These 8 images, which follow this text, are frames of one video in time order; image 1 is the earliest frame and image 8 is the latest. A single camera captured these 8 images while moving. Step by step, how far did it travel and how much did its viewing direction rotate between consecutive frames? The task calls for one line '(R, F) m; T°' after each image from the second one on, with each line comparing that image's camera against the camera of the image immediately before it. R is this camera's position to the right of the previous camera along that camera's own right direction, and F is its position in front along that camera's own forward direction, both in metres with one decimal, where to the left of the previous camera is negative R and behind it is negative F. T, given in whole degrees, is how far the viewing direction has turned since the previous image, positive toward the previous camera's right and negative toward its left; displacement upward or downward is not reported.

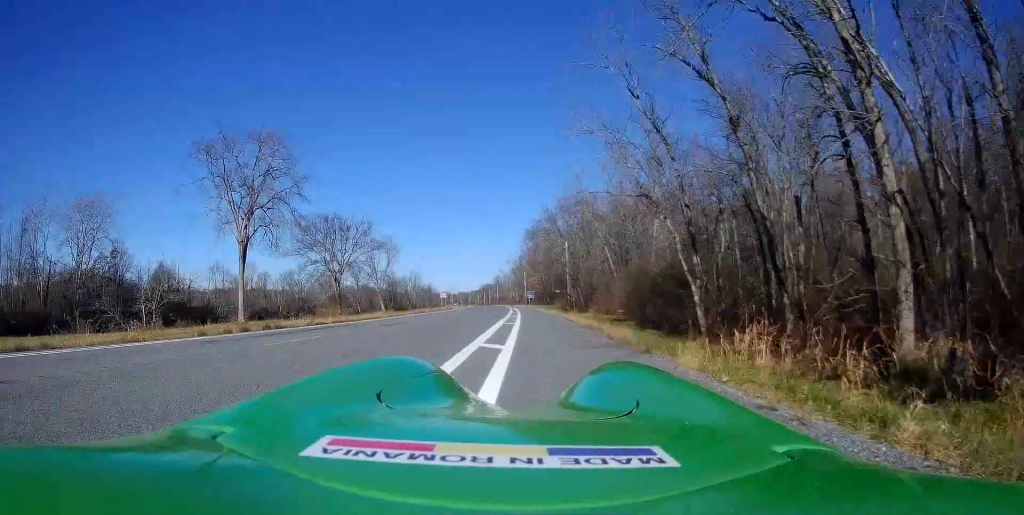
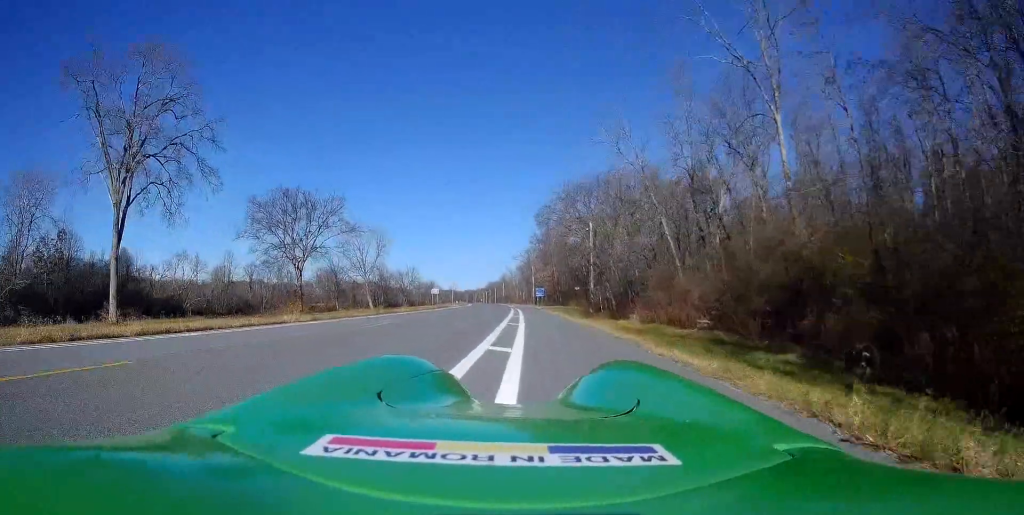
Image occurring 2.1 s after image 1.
(-0.3, +18.6) m; +1°
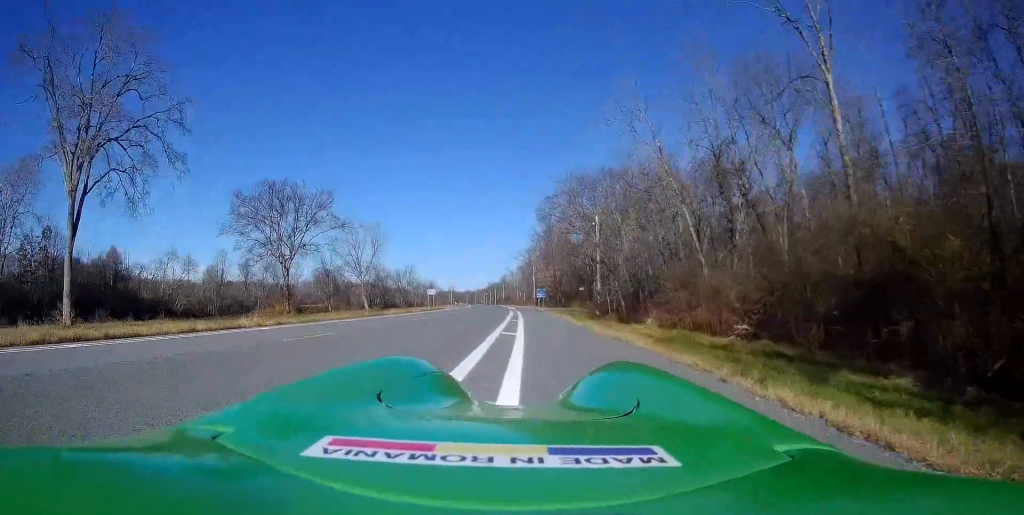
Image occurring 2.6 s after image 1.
(0.0, +4.4) m; 0°
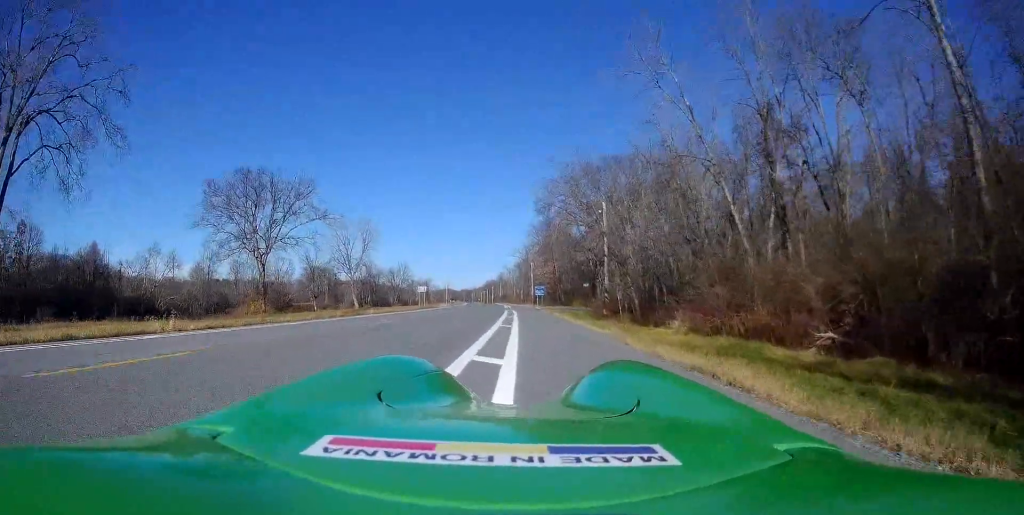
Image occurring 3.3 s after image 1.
(+0.1, +6.2) m; -2°
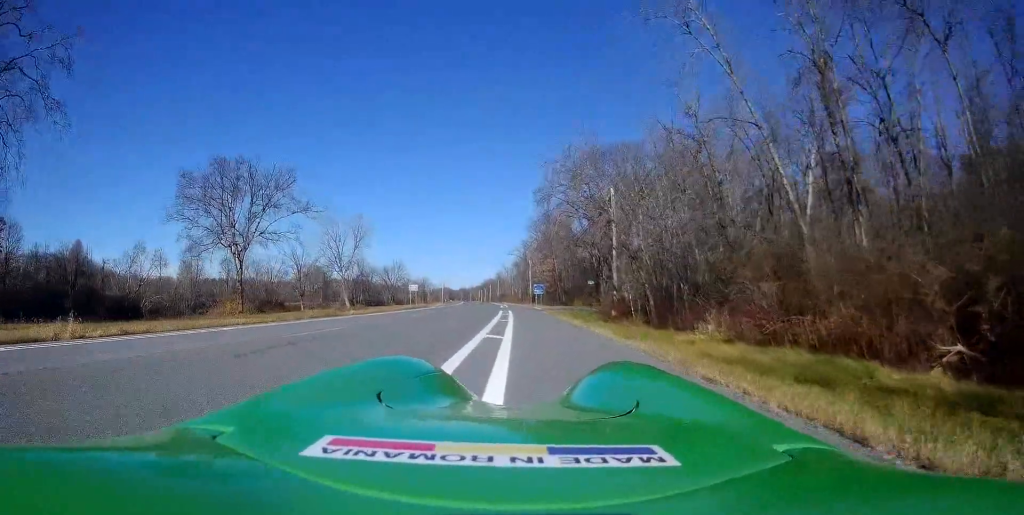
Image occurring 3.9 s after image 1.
(-0.2, +4.7) m; -1°
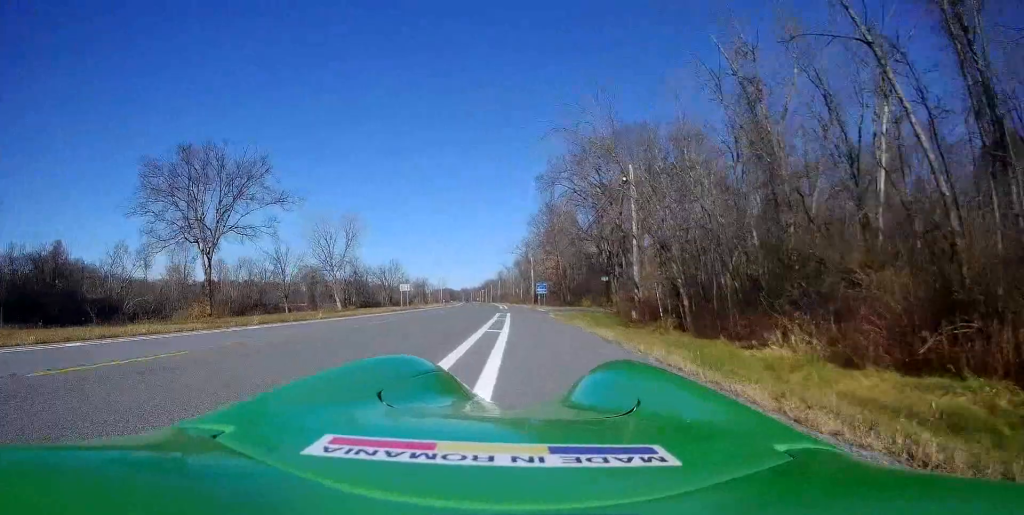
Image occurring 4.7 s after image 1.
(-0.2, +6.8) m; -1°
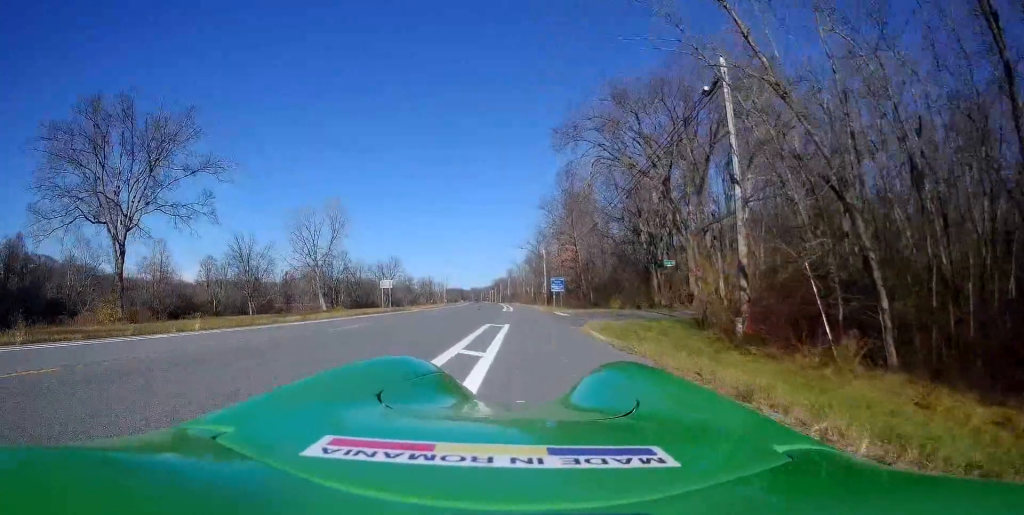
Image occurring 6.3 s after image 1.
(0.0, +14.6) m; 0°
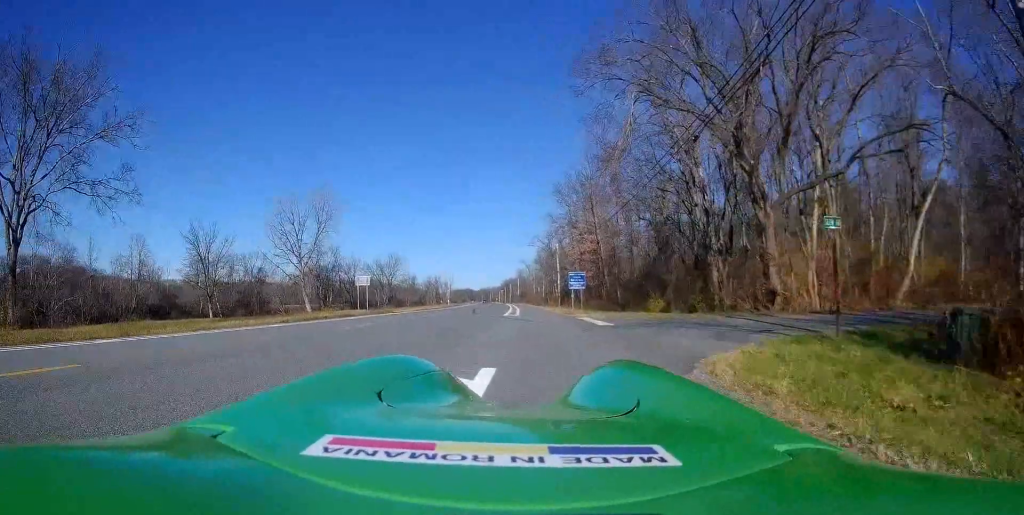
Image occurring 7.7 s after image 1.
(+0.2, +11.9) m; +2°
